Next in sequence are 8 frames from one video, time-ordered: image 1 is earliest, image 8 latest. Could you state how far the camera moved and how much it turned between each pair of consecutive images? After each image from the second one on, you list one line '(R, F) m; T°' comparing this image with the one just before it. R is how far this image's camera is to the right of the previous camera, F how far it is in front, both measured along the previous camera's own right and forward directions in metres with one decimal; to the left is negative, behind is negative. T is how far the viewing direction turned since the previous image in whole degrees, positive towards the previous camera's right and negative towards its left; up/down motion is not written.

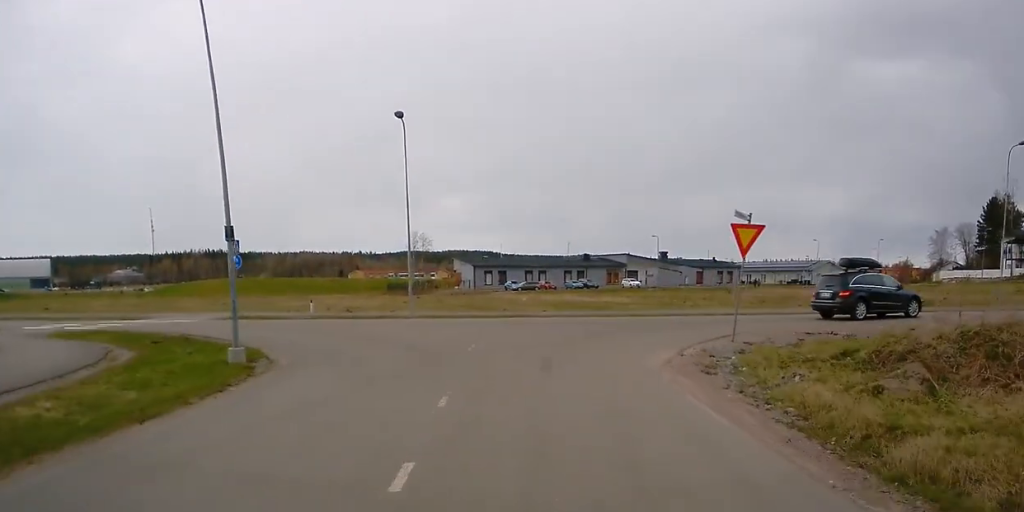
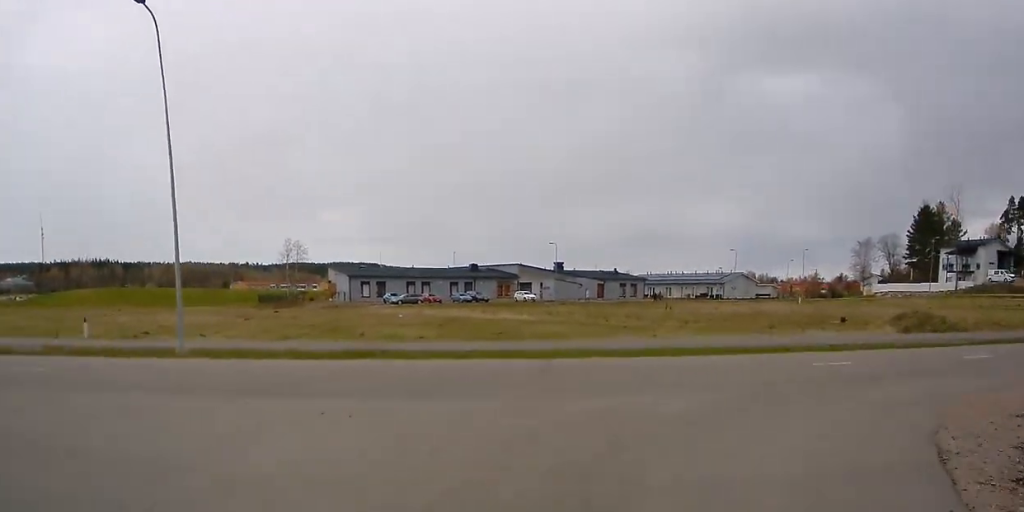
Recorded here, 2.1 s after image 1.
(+2.5, +13.5) m; +32°
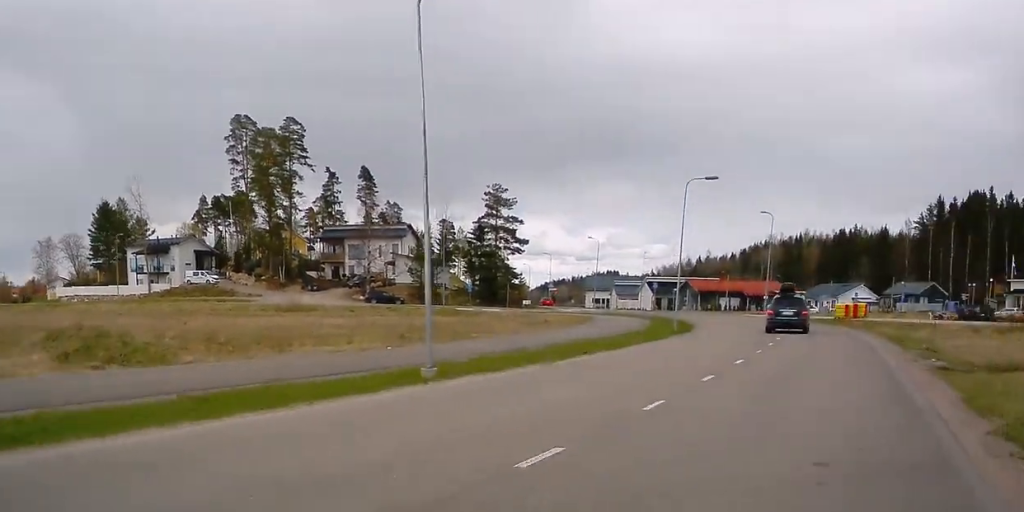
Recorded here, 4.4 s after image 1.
(+6.0, +14.5) m; +34°
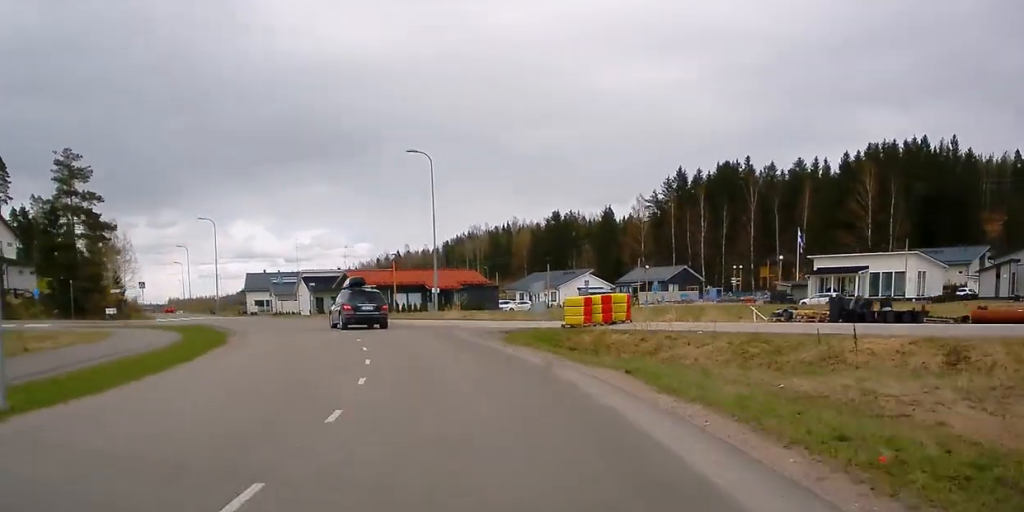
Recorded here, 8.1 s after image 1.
(+4.4, +33.5) m; +1°
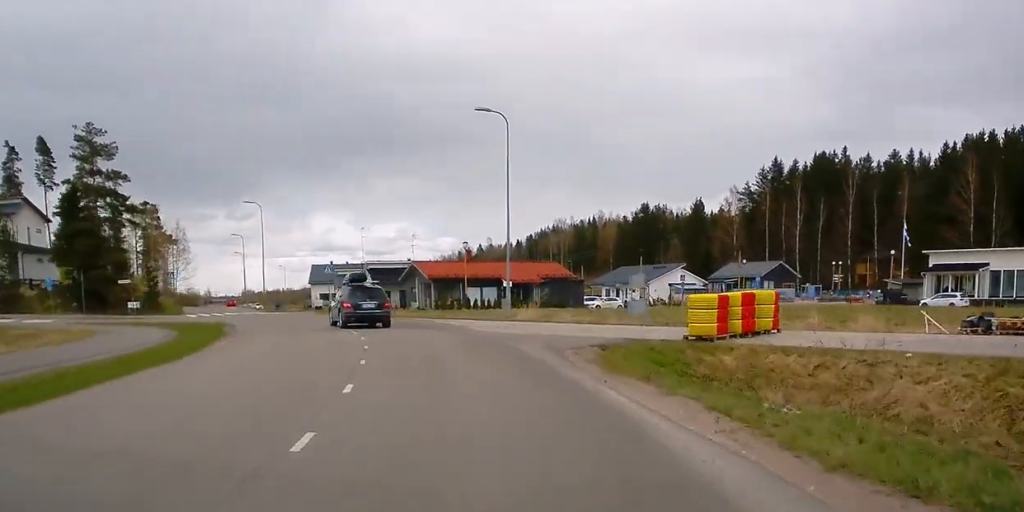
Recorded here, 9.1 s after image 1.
(+0.2, +9.2) m; -5°
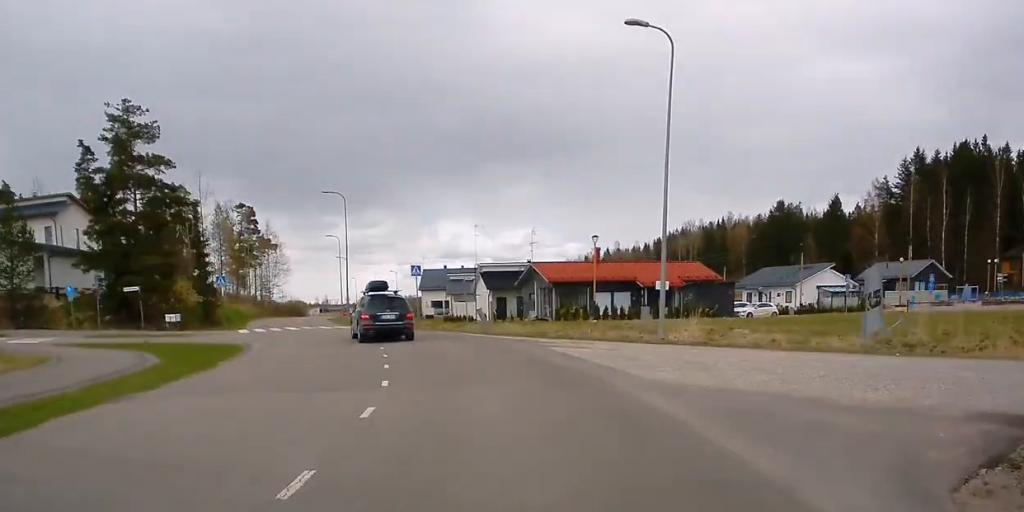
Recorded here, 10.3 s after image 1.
(-1.4, +12.7) m; -7°
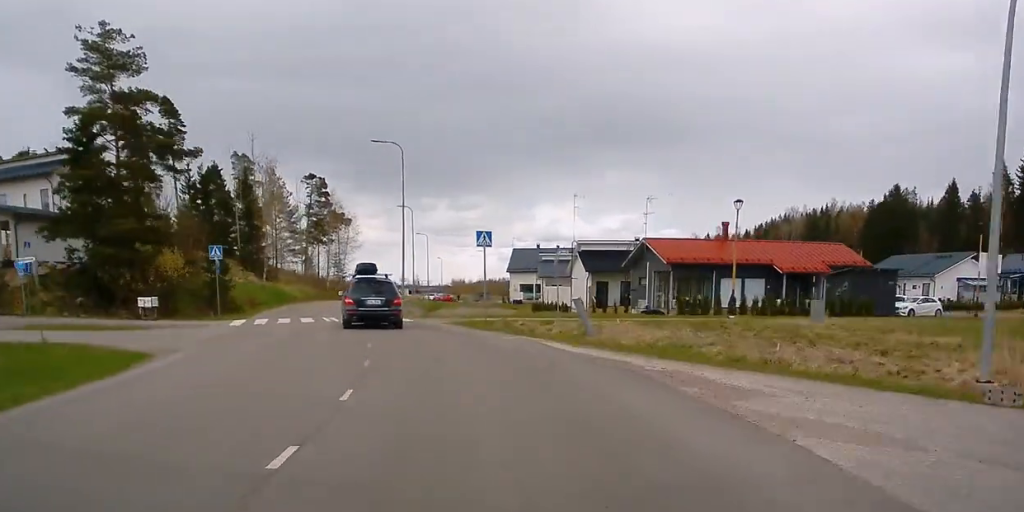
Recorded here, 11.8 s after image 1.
(-1.1, +14.6) m; -7°
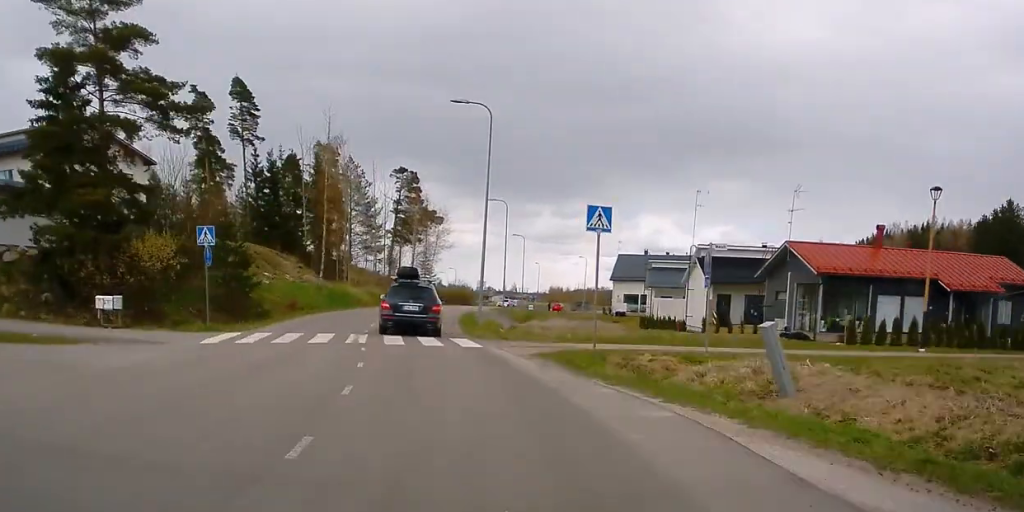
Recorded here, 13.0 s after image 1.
(-0.3, +12.0) m; -5°
